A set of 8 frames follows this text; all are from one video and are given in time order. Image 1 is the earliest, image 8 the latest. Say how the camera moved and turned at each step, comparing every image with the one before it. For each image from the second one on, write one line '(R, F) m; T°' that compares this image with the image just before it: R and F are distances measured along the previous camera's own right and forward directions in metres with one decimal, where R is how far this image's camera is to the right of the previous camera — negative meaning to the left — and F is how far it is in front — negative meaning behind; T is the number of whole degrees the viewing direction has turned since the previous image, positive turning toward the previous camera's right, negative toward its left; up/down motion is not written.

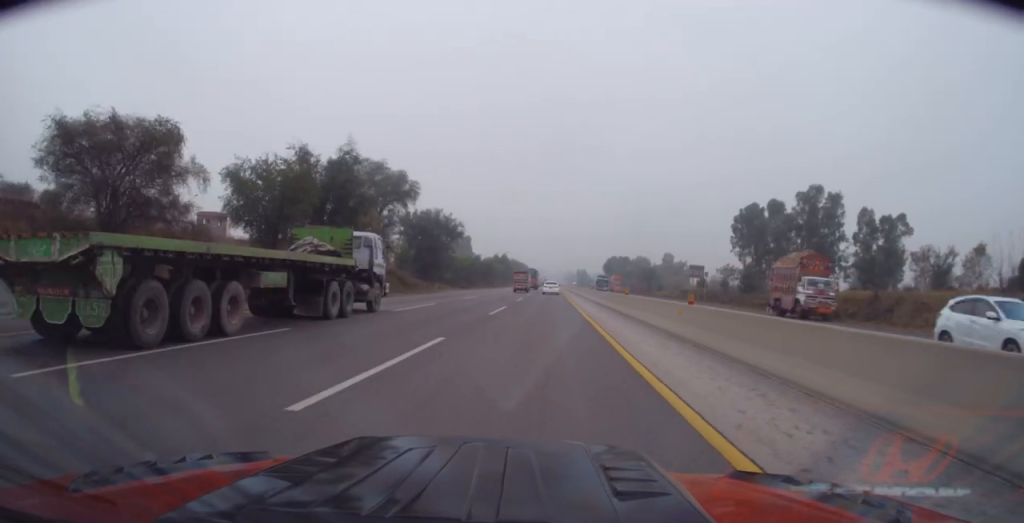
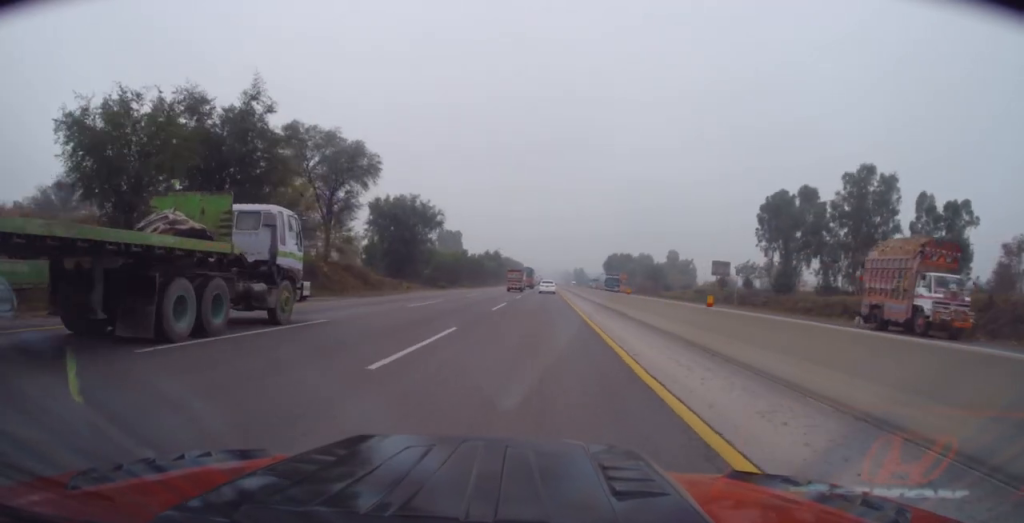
(0.0, +15.4) m; 0°
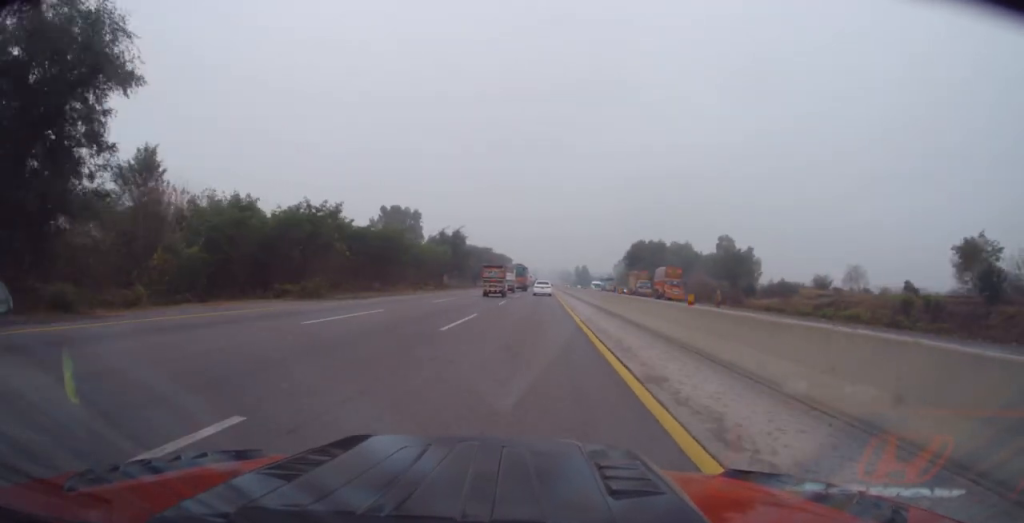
(+0.4, +65.0) m; +1°
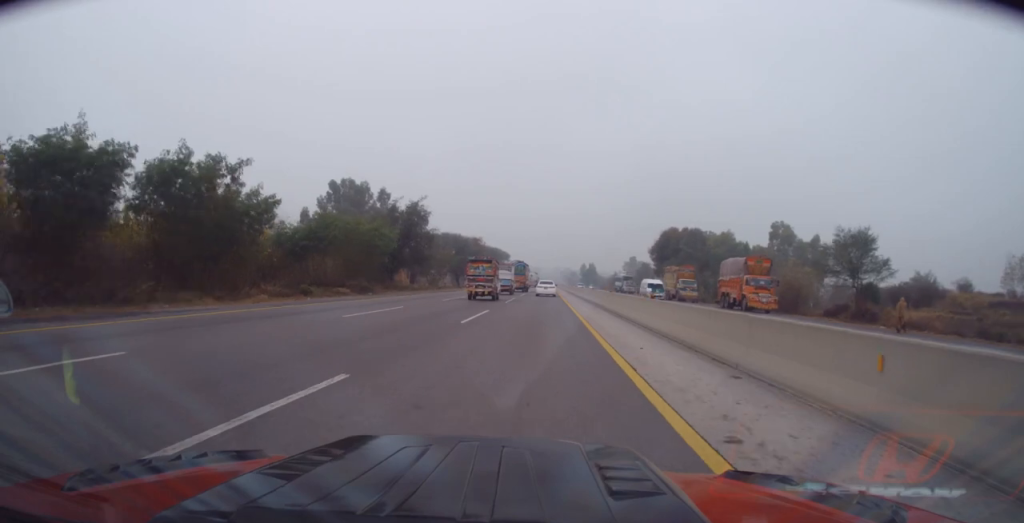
(+0.1, +33.3) m; 0°
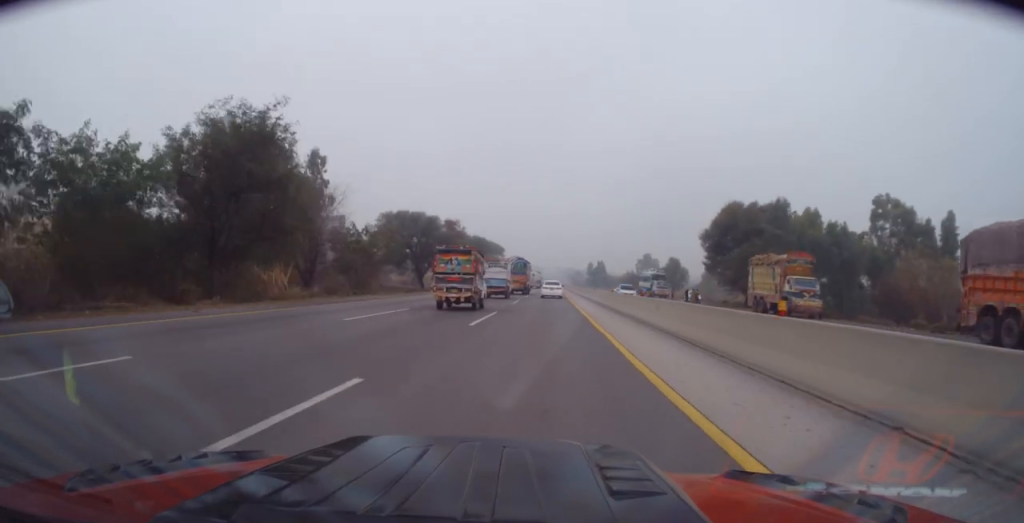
(-0.4, +36.3) m; -1°
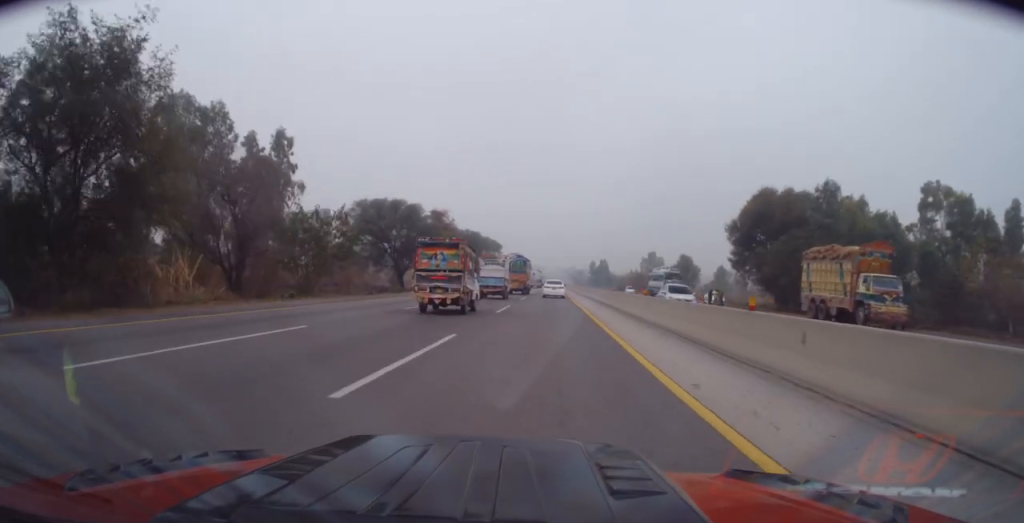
(0.0, +11.3) m; 0°
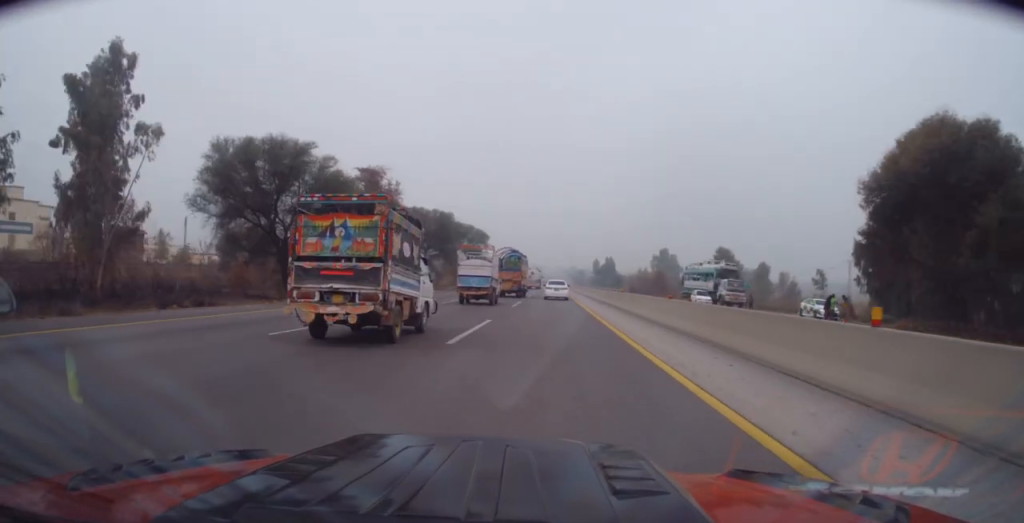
(0.0, +30.1) m; 0°
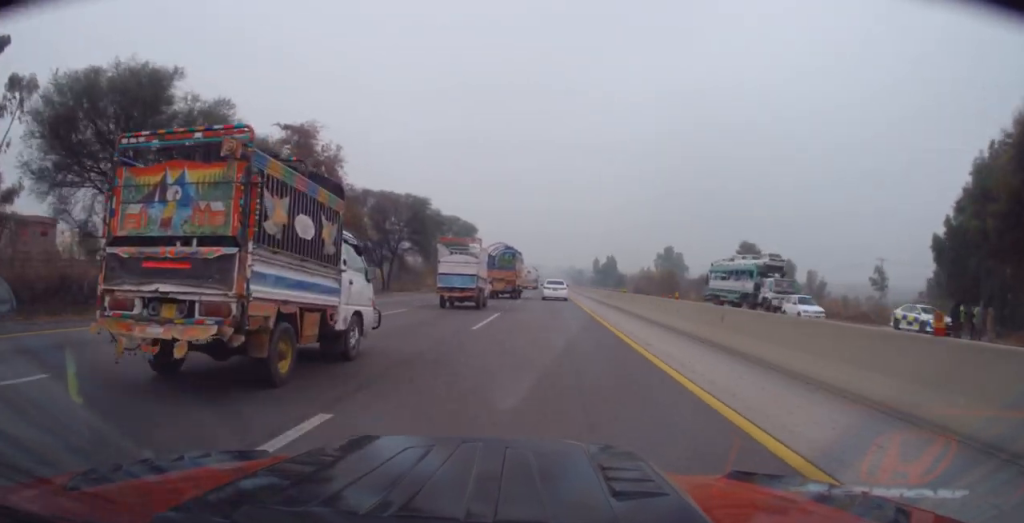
(0.0, +14.1) m; 0°
